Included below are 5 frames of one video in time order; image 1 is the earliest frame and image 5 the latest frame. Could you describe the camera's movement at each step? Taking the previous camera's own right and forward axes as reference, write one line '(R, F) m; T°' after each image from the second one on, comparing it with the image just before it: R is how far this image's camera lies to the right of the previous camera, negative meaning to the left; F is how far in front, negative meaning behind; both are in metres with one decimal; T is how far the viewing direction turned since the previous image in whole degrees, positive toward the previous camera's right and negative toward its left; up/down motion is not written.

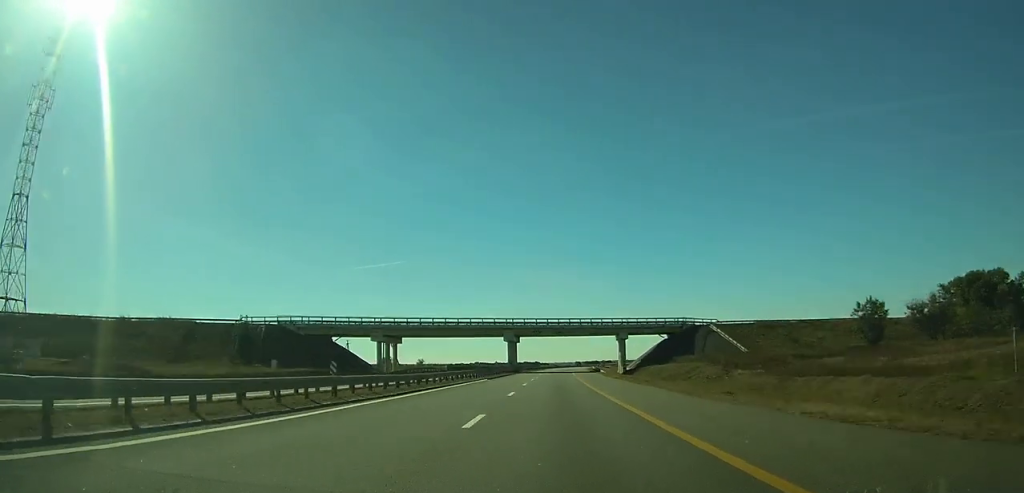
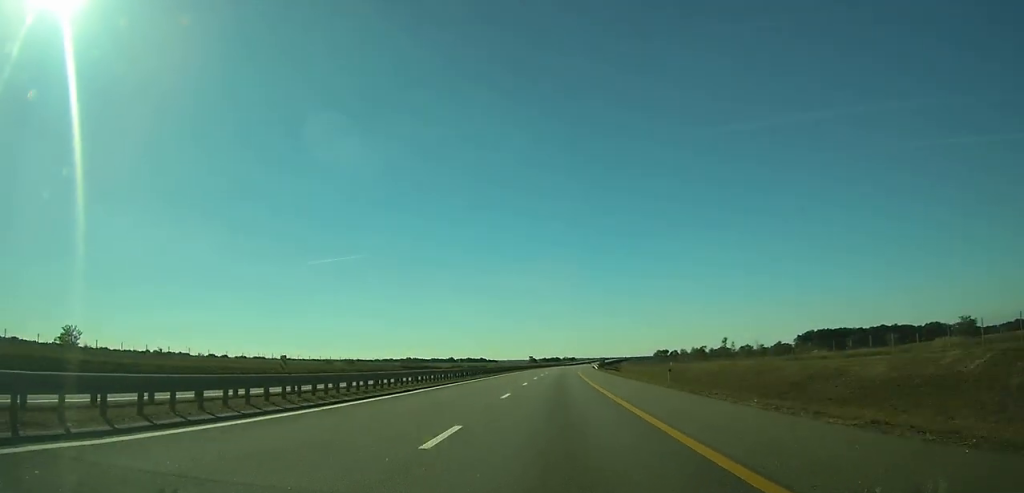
(+9.1, +193.2) m; +5°
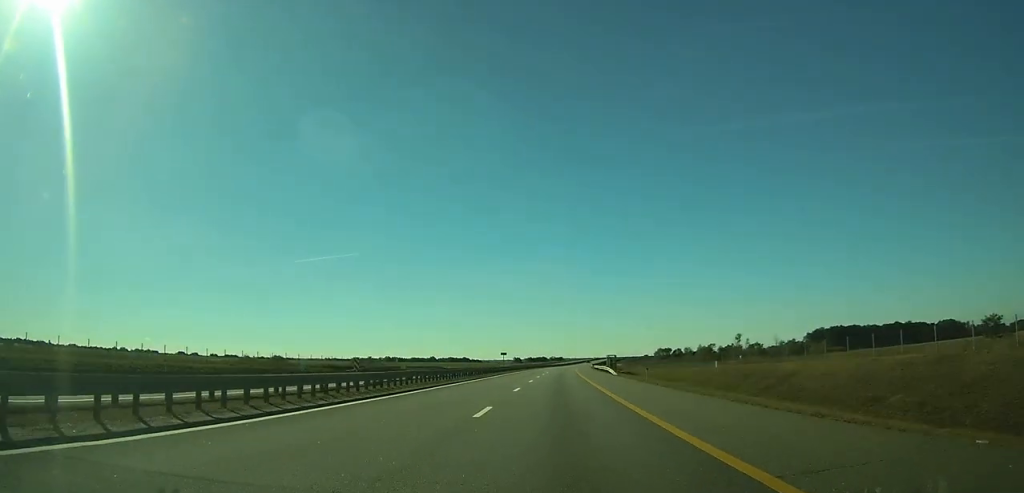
(+0.6, +42.8) m; +1°
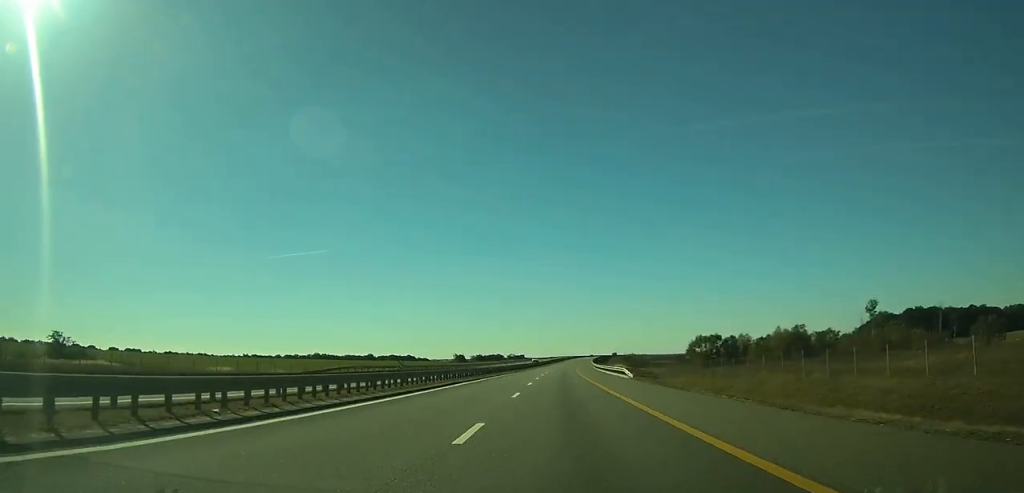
(+4.0, +134.9) m; +4°
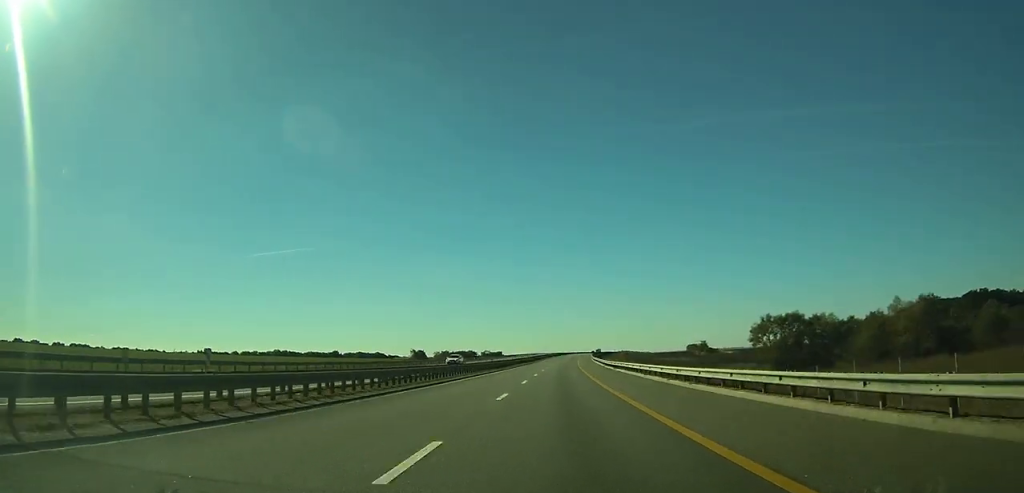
(+1.0, +62.3) m; +2°
